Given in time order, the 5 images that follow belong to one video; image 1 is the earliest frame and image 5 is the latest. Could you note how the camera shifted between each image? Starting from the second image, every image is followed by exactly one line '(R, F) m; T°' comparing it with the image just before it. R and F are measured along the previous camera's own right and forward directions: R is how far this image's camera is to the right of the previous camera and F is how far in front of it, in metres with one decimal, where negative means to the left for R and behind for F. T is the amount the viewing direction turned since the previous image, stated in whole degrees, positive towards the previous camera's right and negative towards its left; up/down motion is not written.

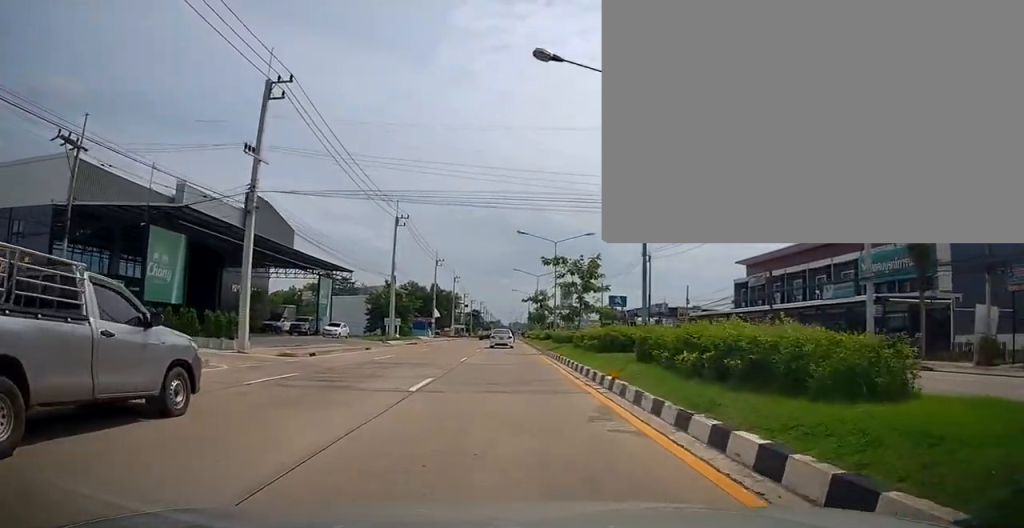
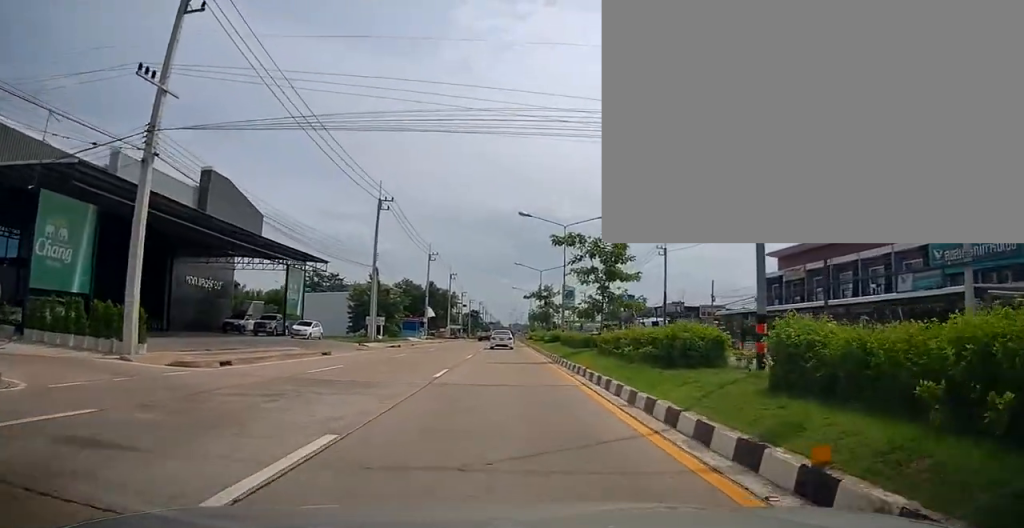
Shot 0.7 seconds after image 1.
(+0.1, +8.0) m; 0°
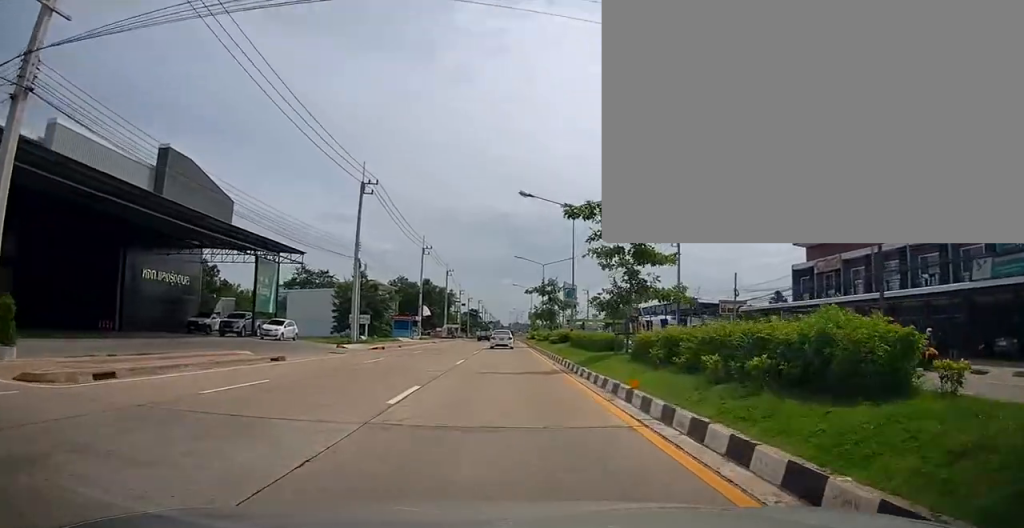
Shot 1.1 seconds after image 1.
(-0.3, +5.8) m; 0°
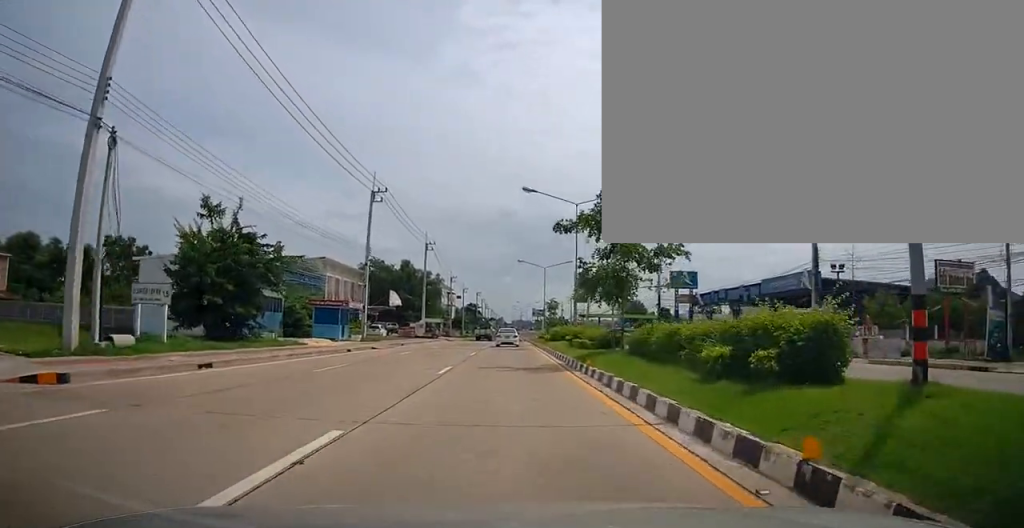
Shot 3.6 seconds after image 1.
(-0.4, +30.3) m; 0°
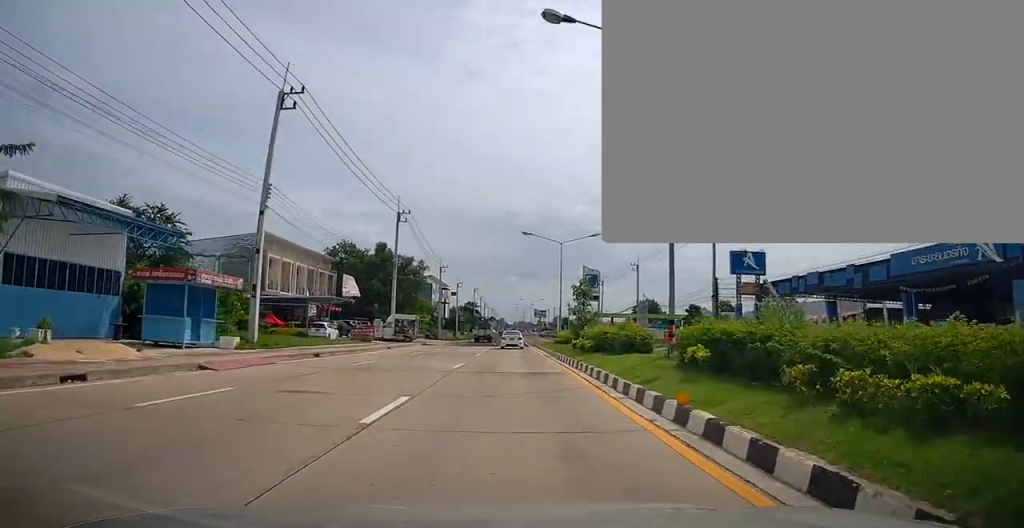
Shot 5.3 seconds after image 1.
(+0.9, +20.8) m; +2°
